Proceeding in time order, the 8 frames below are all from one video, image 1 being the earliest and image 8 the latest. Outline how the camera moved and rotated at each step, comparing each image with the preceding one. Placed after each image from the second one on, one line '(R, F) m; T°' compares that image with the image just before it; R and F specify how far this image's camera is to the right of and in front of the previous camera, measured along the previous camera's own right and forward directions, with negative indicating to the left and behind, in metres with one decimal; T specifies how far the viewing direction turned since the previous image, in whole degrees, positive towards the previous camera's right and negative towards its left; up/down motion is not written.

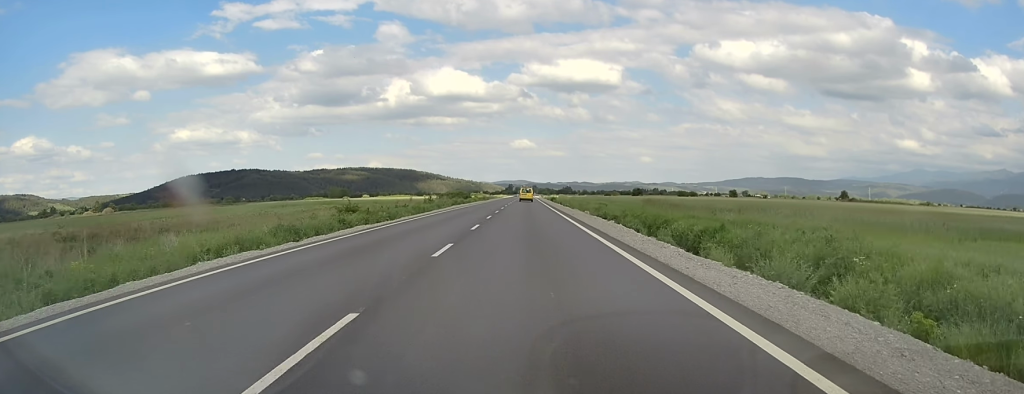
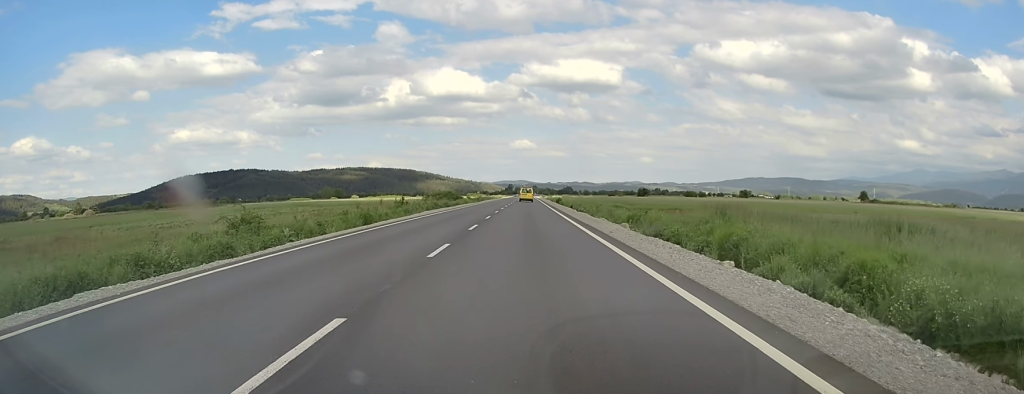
(0.0, +18.2) m; 0°
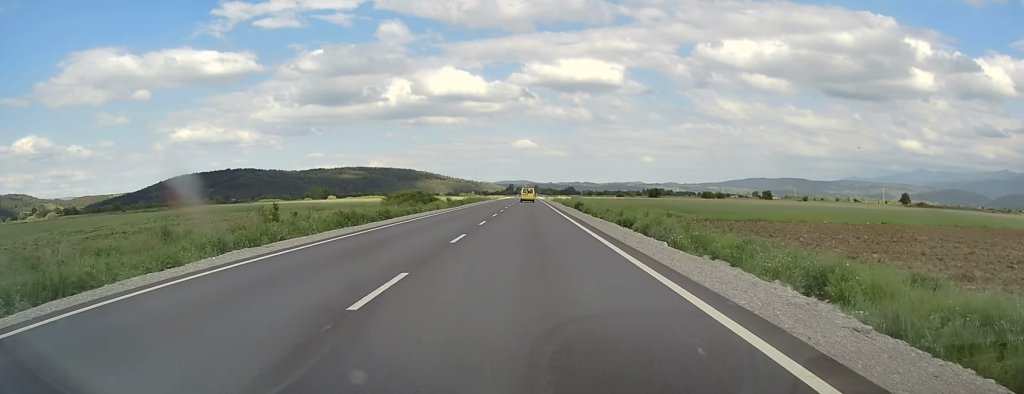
(-0.4, +32.8) m; -1°
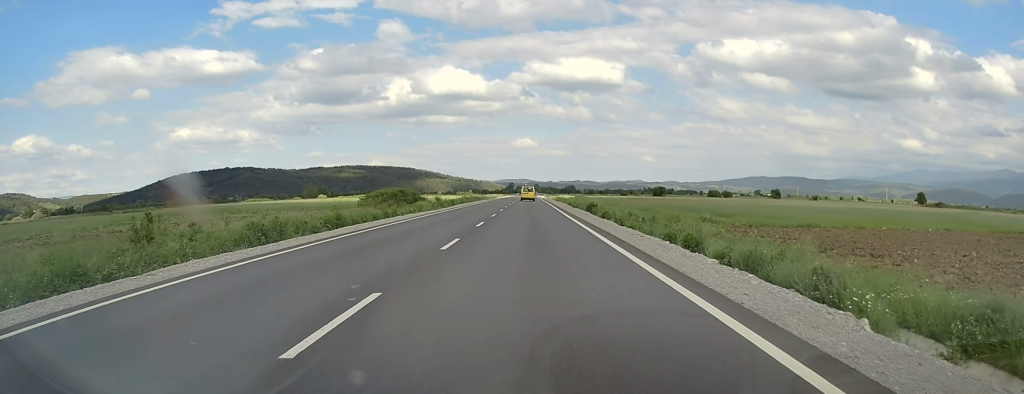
(0.0, +11.2) m; 0°
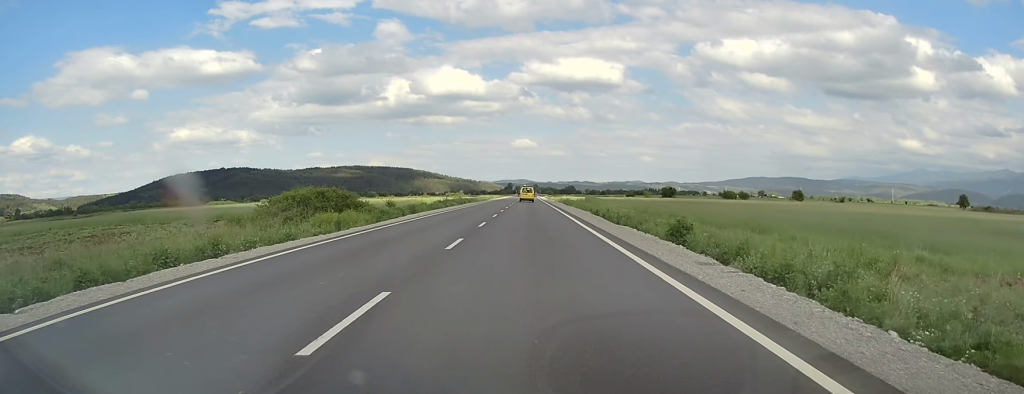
(+0.1, +27.2) m; 0°
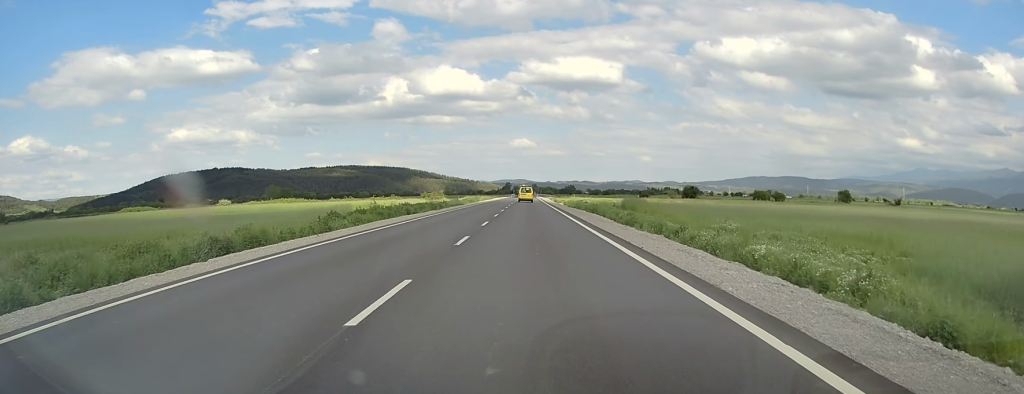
(0.0, +44.3) m; 0°
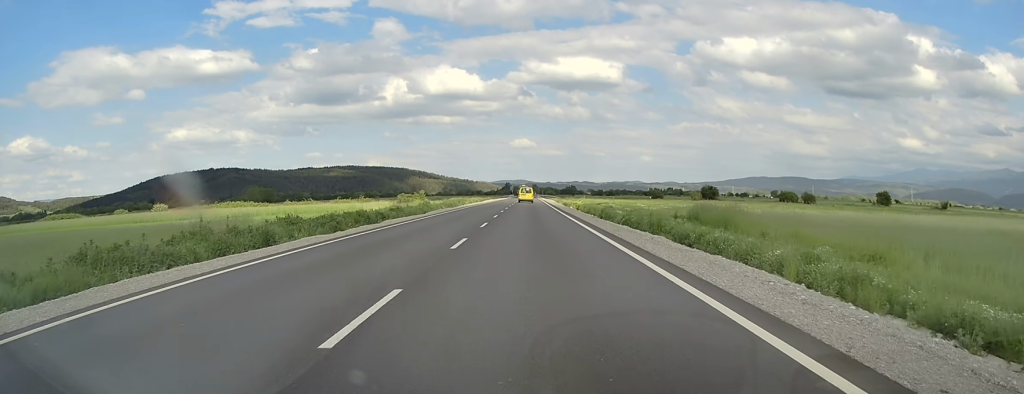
(0.0, +28.0) m; 0°
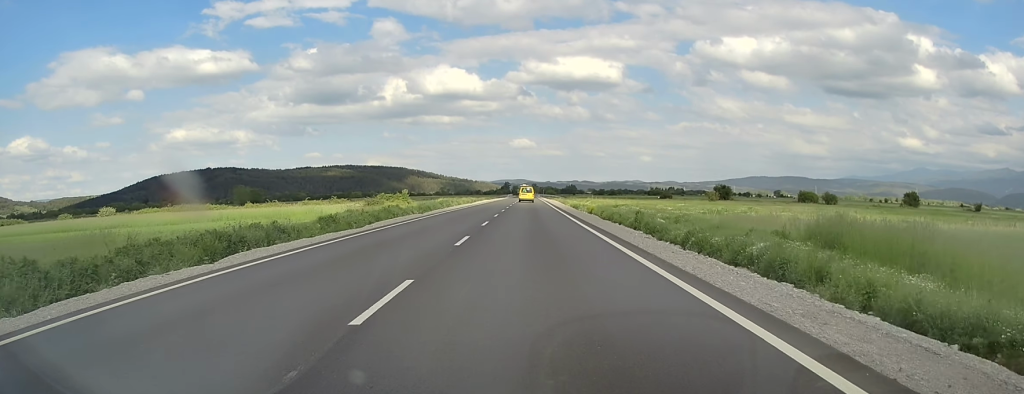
(0.0, +17.2) m; 0°
